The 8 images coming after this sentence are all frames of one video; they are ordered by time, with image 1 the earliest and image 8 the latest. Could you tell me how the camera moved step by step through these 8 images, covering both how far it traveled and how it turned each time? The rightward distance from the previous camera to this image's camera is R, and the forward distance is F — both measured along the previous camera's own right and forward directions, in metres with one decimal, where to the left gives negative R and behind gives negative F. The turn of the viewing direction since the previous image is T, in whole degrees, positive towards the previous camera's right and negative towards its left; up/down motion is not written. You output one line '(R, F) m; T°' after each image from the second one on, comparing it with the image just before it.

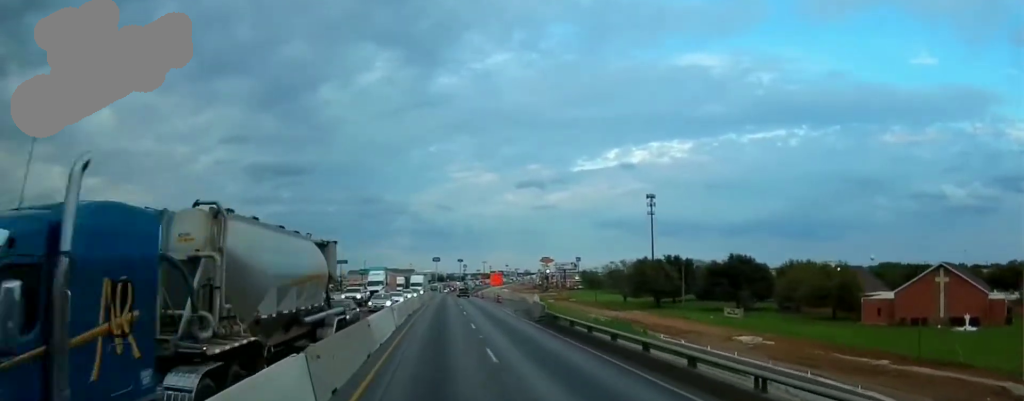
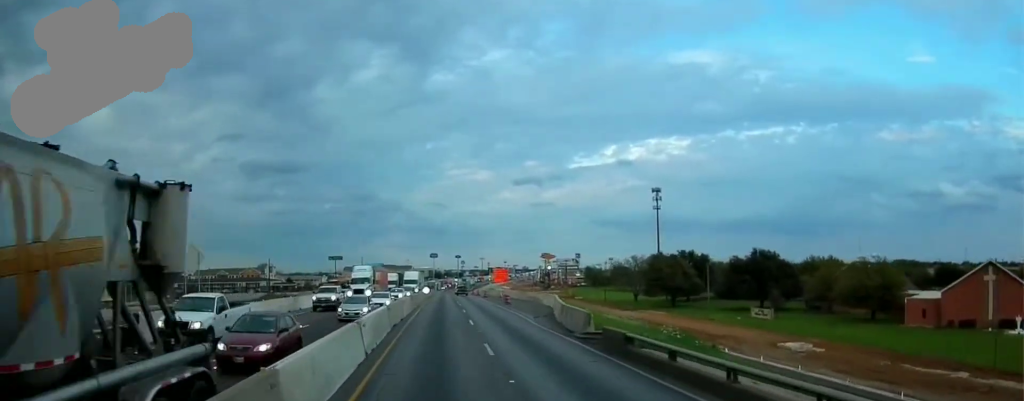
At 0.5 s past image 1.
(-0.2, +12.0) m; 0°
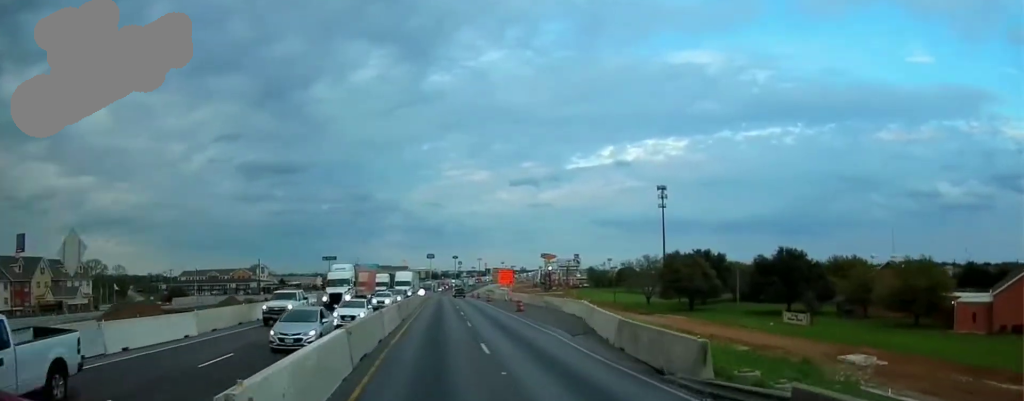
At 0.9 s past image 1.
(-0.2, +11.1) m; 0°
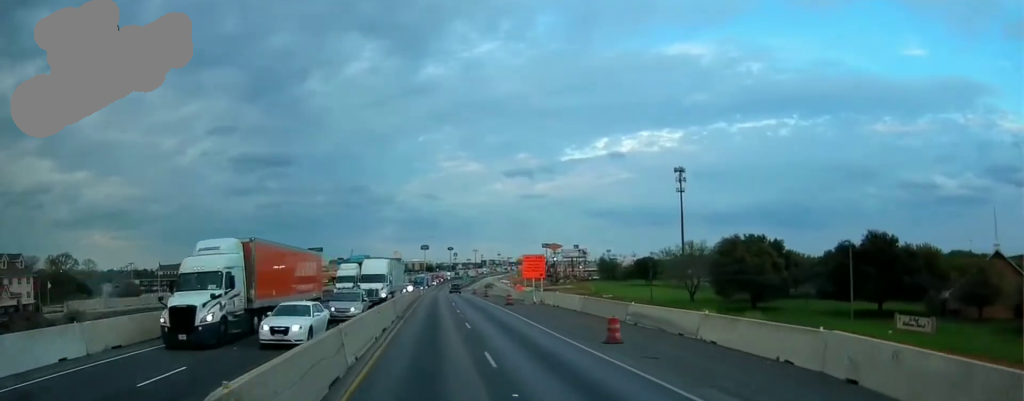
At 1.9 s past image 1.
(+0.4, +26.3) m; 0°
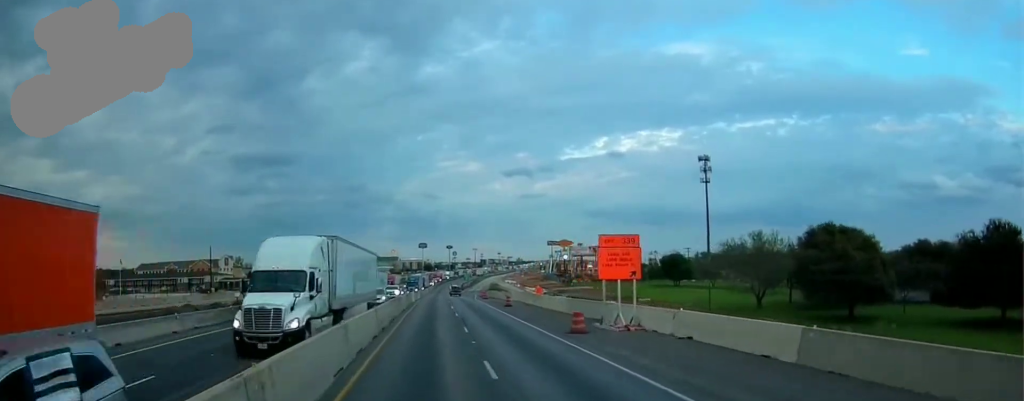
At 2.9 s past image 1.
(-0.5, +25.5) m; 0°
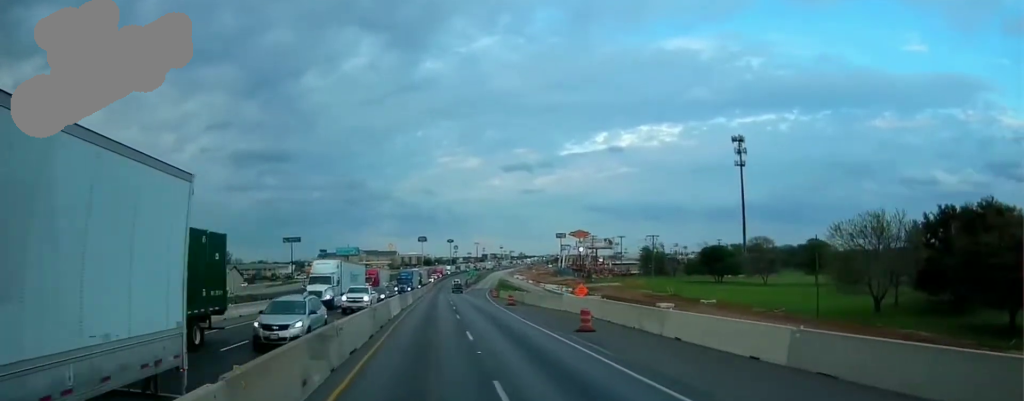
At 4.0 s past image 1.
(+0.5, +28.0) m; +1°
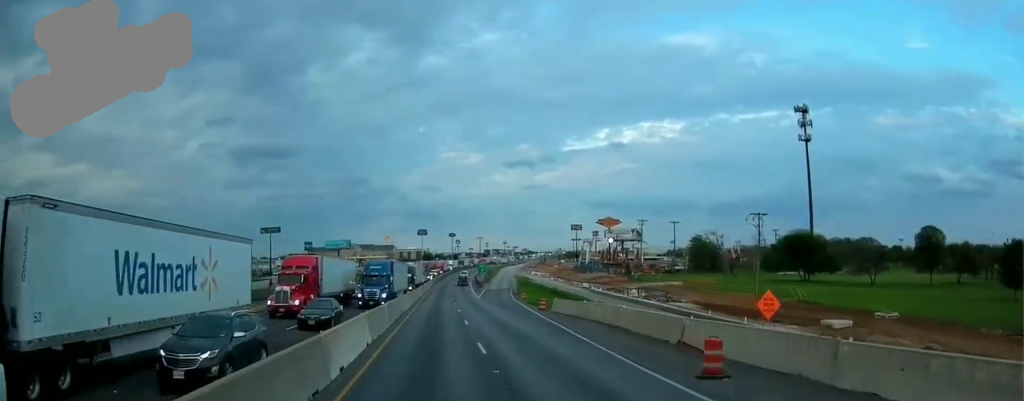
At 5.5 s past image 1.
(-0.4, +37.4) m; 0°
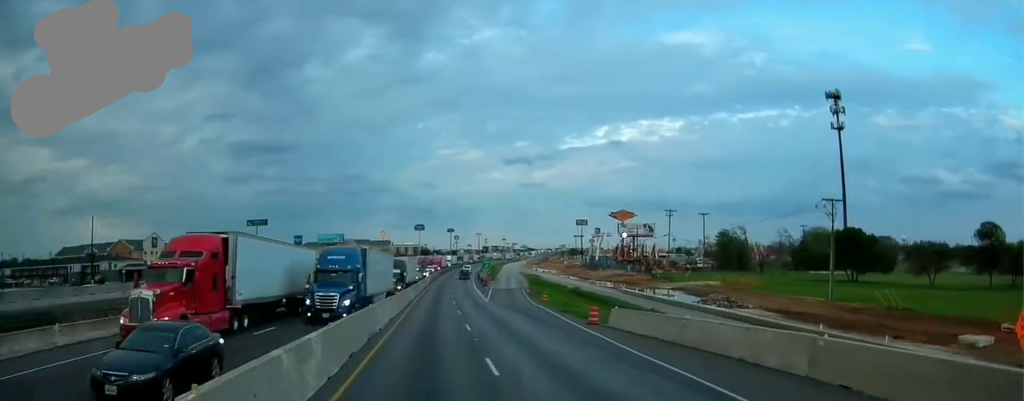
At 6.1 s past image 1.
(-0.1, +16.3) m; +1°
